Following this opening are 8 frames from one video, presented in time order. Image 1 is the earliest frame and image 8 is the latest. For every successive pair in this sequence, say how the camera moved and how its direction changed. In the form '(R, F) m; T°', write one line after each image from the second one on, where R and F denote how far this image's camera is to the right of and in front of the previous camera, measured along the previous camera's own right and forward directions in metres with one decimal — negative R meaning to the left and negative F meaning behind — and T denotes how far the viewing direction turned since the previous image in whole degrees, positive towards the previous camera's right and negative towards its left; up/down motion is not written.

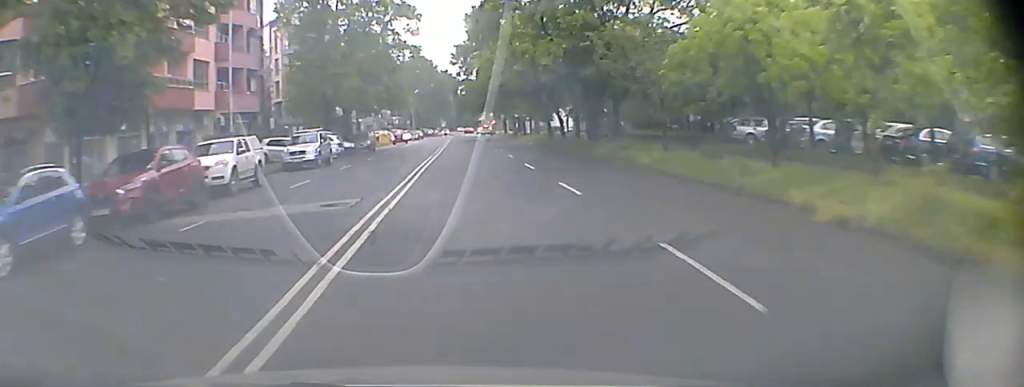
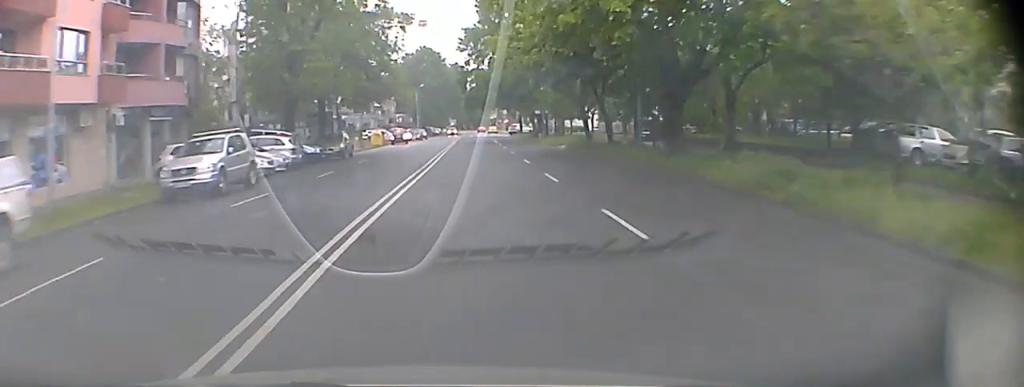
(-0.1, +16.8) m; 0°
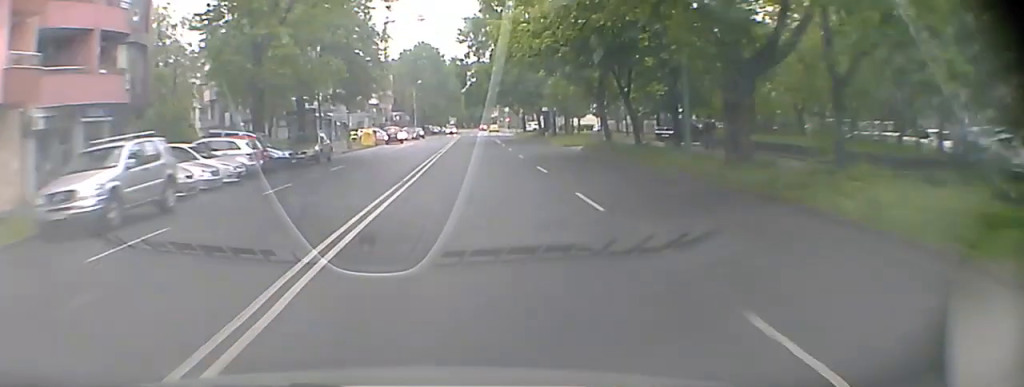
(0.0, +6.7) m; +3°
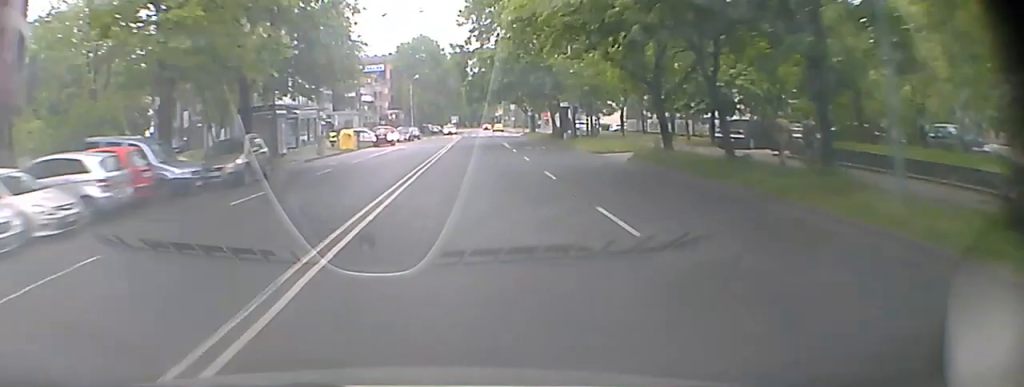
(+0.2, +10.2) m; +9°
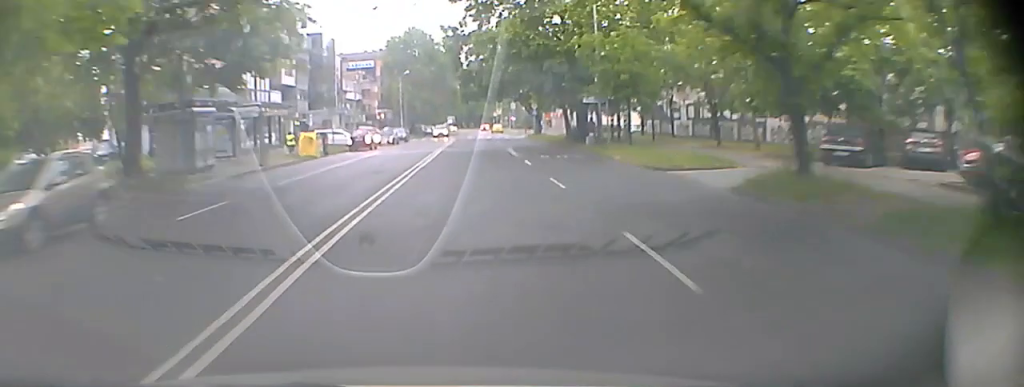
(+1.6, +10.2) m; +12°
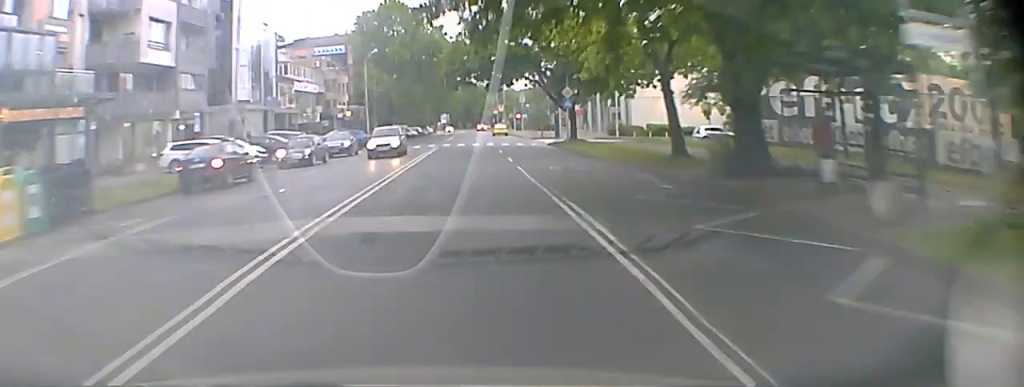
(+6.6, +20.2) m; +38°
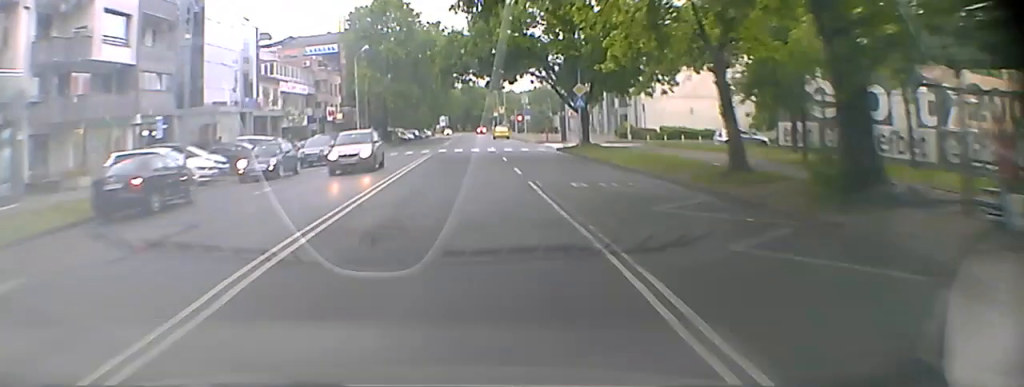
(+0.5, +4.1) m; +4°
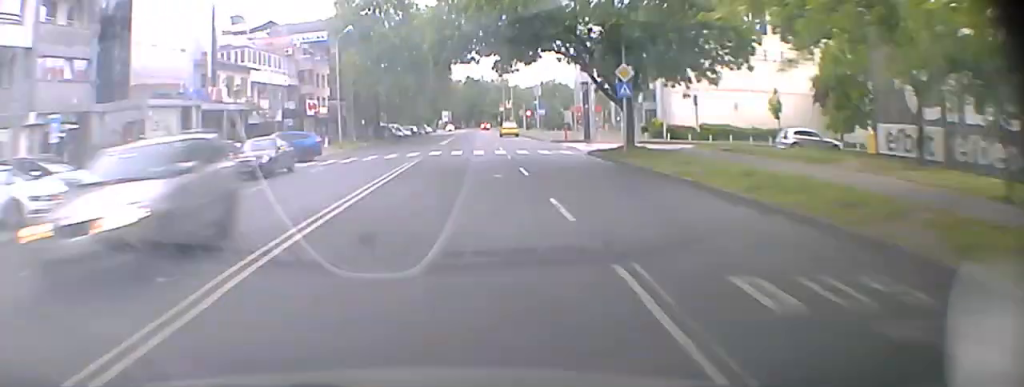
(+0.3, +8.2) m; +1°
